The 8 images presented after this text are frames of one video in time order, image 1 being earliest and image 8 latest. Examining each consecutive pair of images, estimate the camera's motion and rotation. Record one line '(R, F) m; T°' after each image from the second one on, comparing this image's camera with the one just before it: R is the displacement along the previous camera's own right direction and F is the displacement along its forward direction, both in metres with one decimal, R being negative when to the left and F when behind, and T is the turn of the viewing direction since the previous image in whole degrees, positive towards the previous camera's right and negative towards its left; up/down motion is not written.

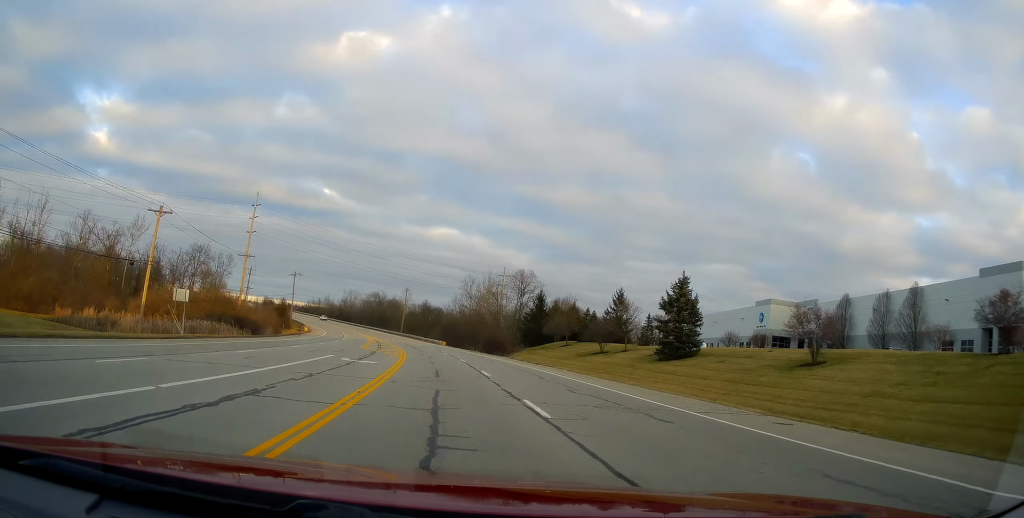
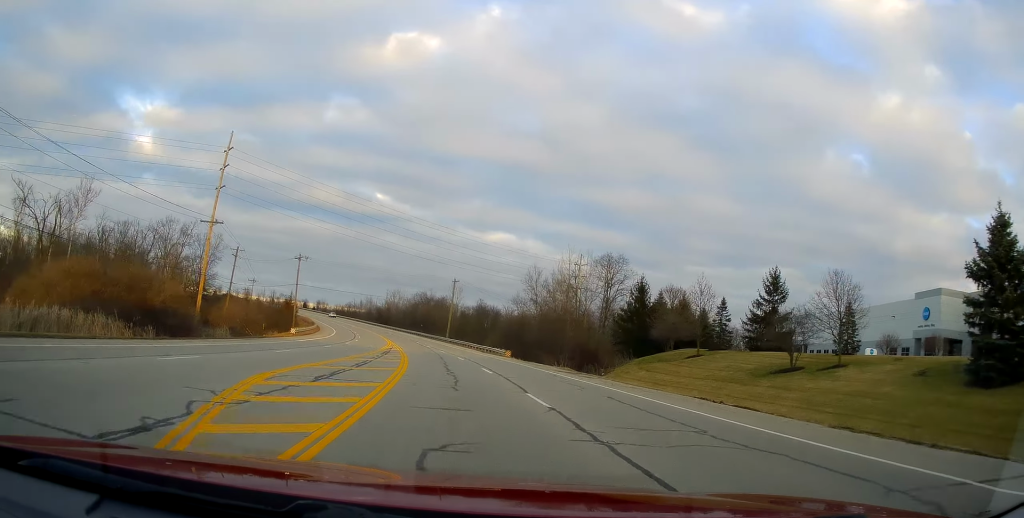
(-2.1, +34.1) m; -6°
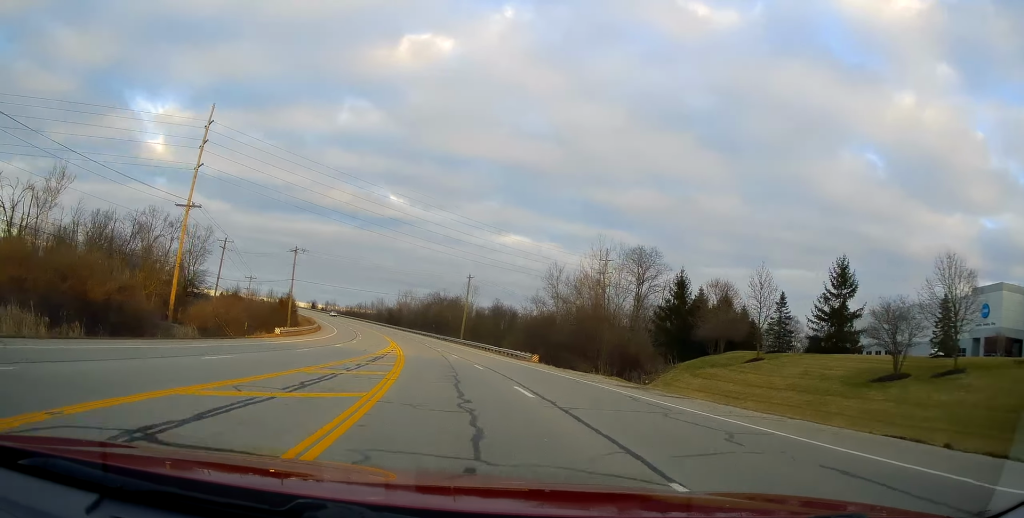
(+0.1, +10.1) m; -2°
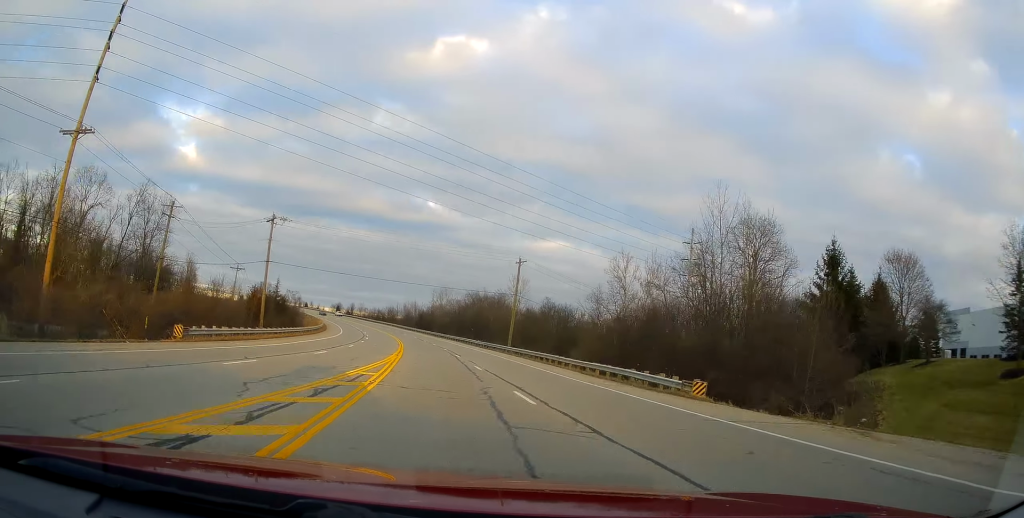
(-1.2, +25.7) m; -5°
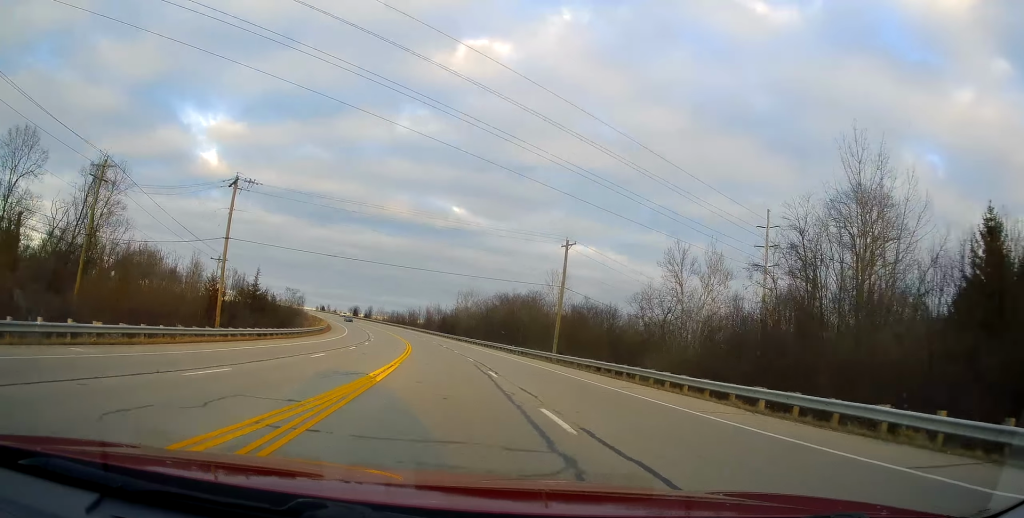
(-0.4, +16.4) m; -2°
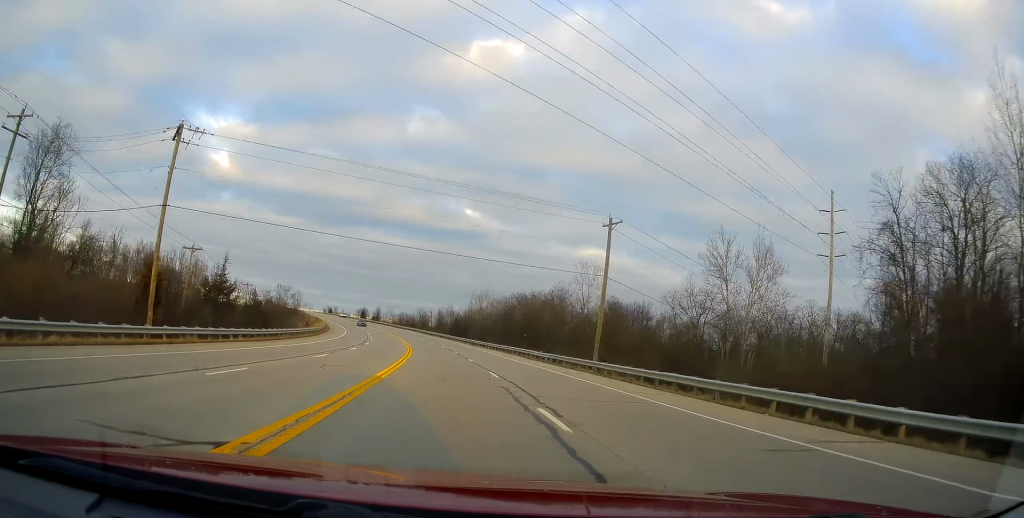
(-0.1, +11.7) m; -1°
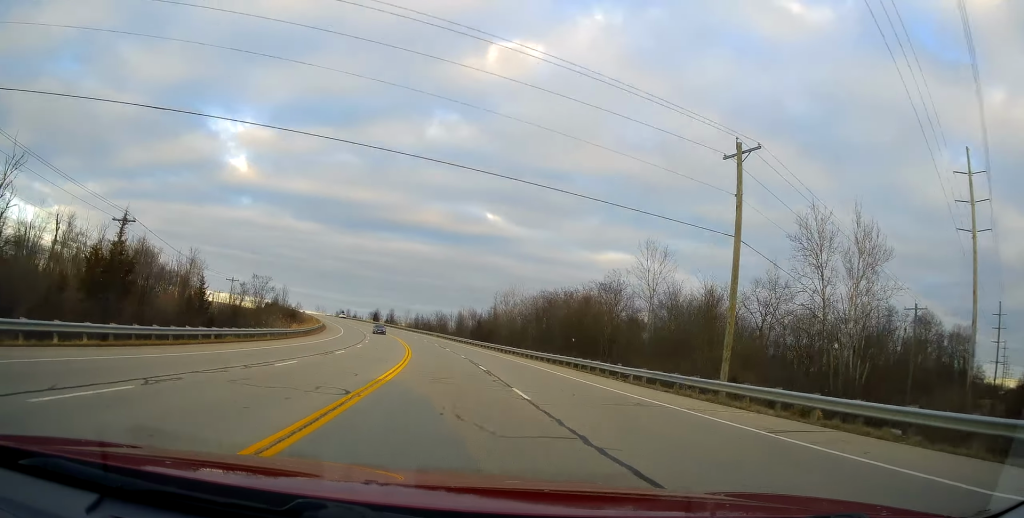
(-0.3, +18.9) m; -2°
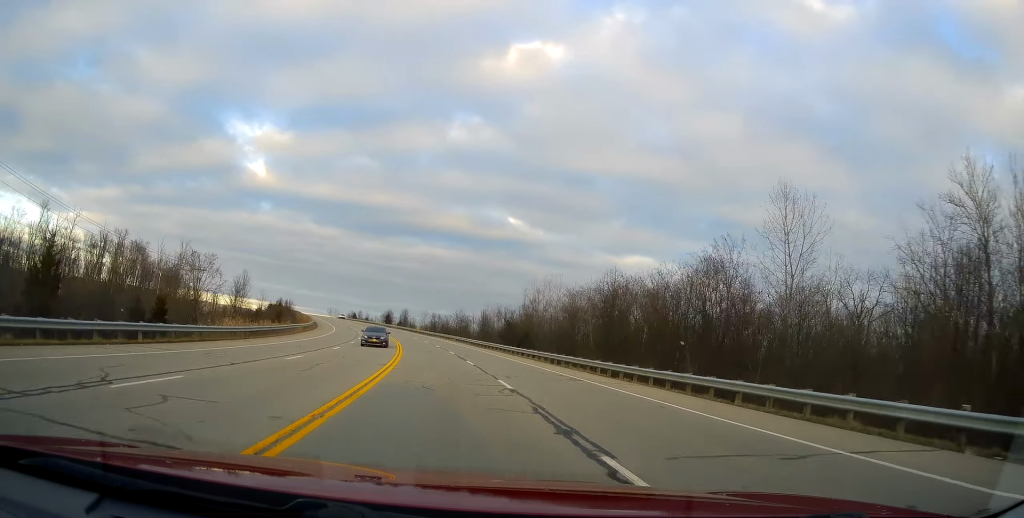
(-0.5, +22.1) m; -3°
